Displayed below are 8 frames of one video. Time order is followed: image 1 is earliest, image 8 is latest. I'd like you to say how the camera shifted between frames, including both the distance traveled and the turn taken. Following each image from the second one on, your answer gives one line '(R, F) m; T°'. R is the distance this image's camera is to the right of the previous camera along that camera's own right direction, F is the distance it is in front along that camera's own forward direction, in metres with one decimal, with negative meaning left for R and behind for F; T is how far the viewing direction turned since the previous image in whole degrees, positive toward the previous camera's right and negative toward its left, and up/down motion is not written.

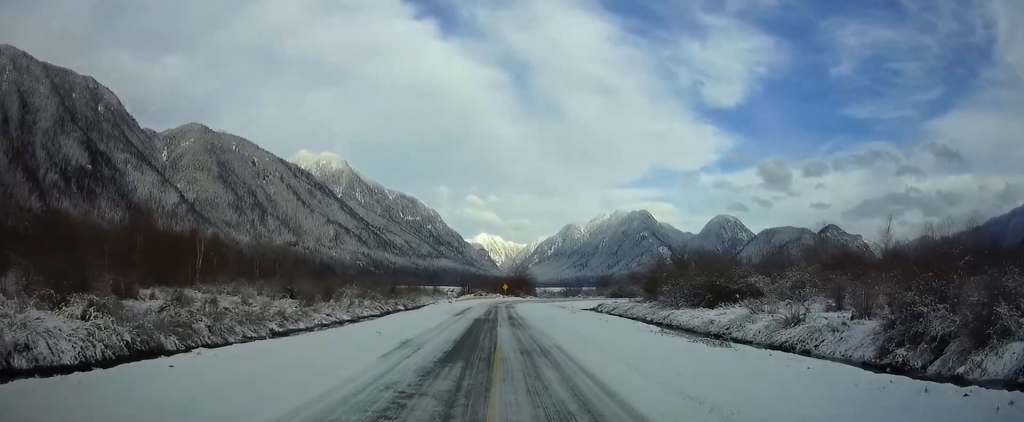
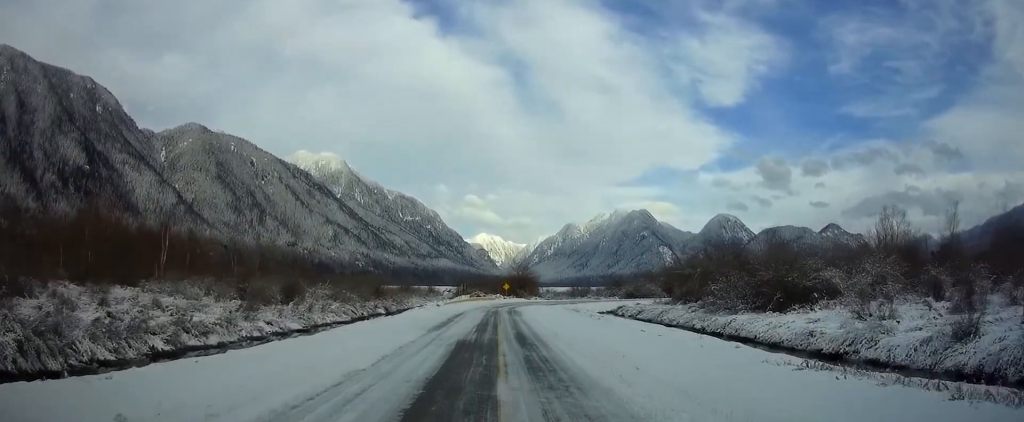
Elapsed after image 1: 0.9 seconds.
(0.0, +15.1) m; 0°
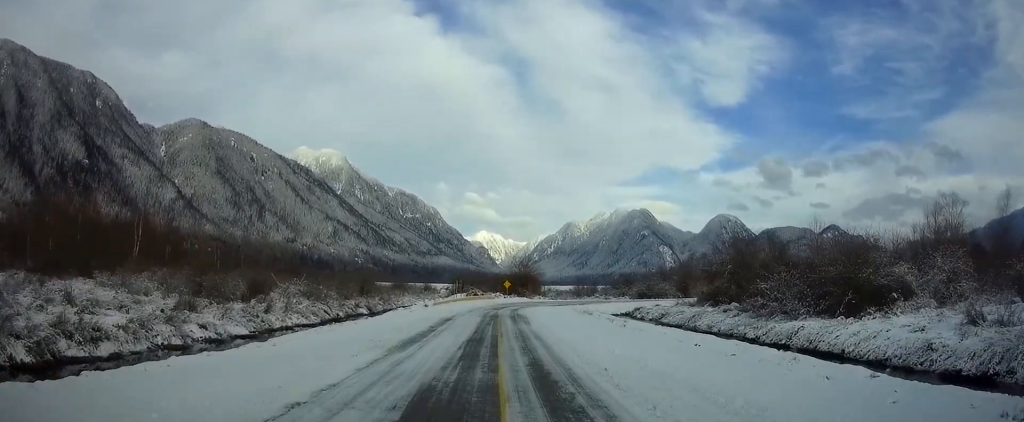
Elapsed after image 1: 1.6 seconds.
(0.0, +10.0) m; 0°
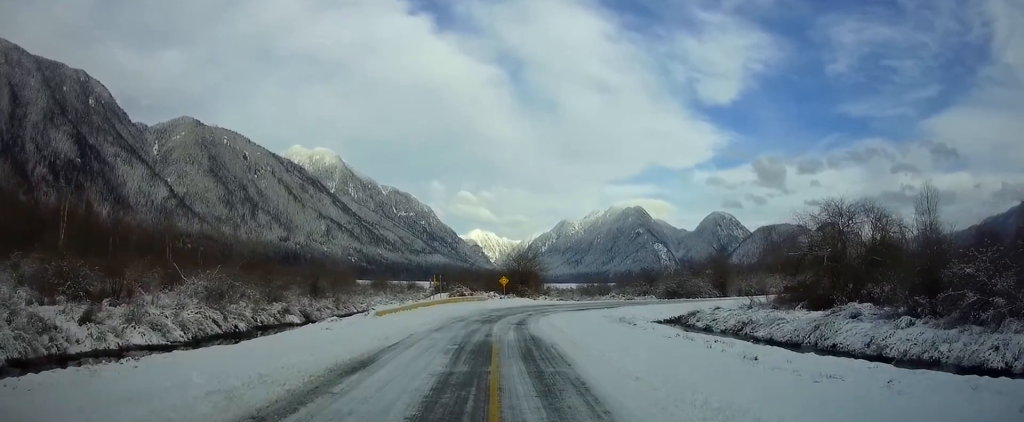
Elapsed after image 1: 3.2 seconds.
(0.0, +21.2) m; 0°
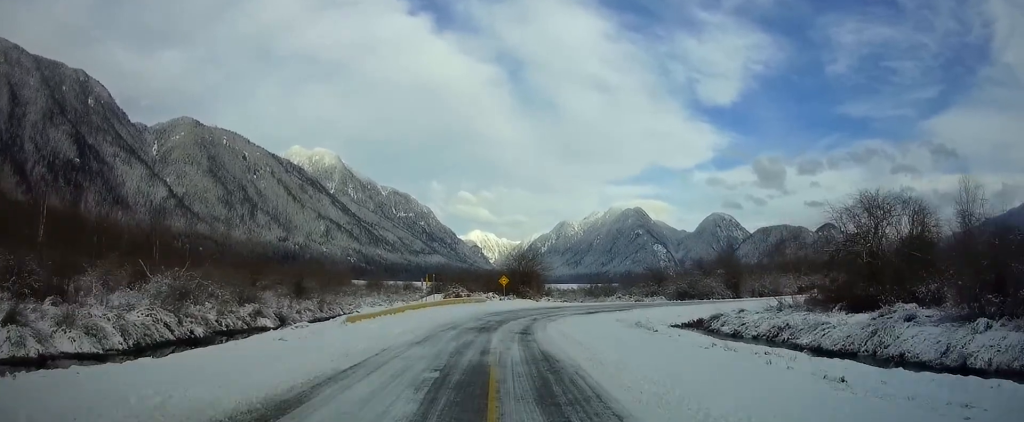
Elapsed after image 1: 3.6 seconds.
(0.0, +5.3) m; 0°
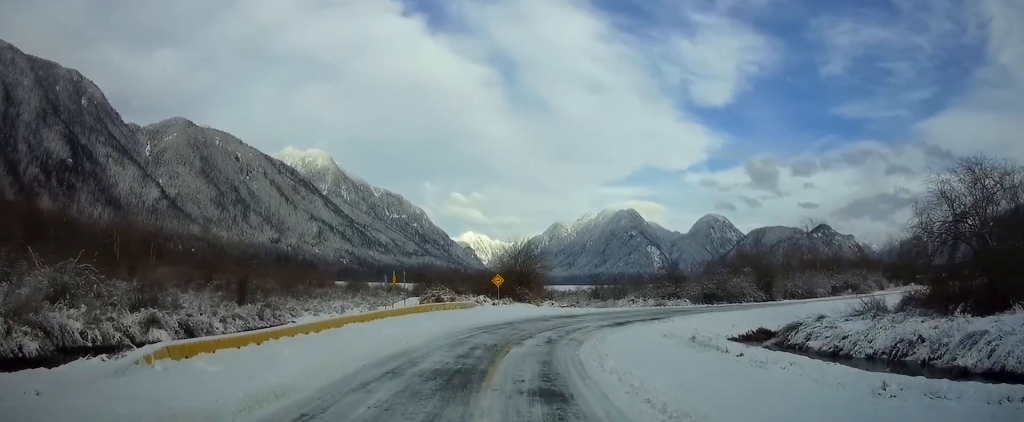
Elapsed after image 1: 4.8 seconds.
(+0.1, +12.8) m; +1°
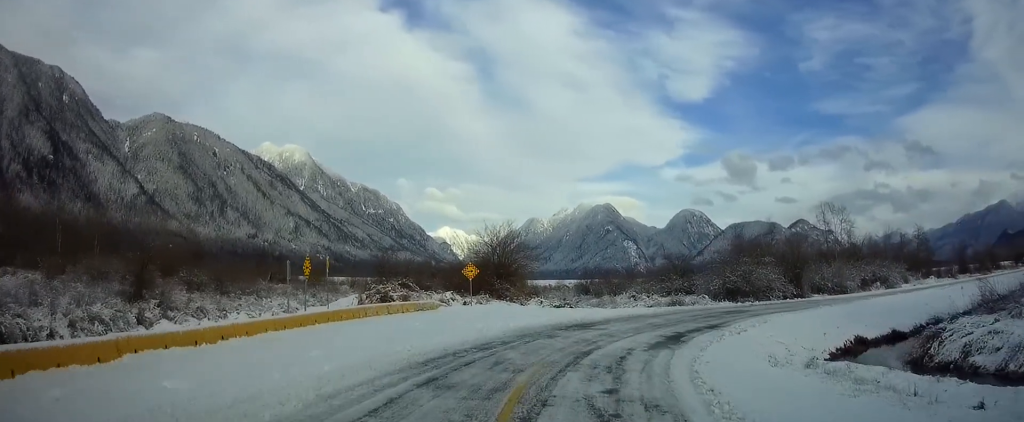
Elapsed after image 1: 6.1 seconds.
(+0.4, +12.9) m; +7°
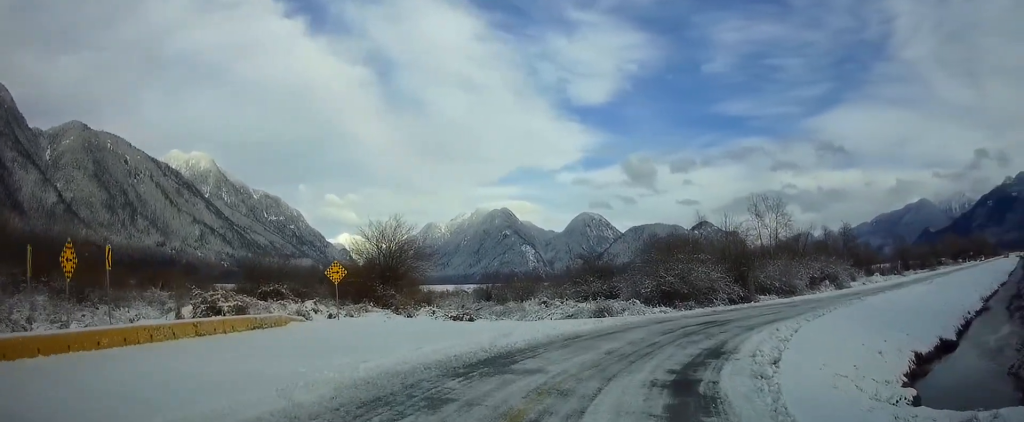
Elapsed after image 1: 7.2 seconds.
(+0.9, +9.9) m; +13°
